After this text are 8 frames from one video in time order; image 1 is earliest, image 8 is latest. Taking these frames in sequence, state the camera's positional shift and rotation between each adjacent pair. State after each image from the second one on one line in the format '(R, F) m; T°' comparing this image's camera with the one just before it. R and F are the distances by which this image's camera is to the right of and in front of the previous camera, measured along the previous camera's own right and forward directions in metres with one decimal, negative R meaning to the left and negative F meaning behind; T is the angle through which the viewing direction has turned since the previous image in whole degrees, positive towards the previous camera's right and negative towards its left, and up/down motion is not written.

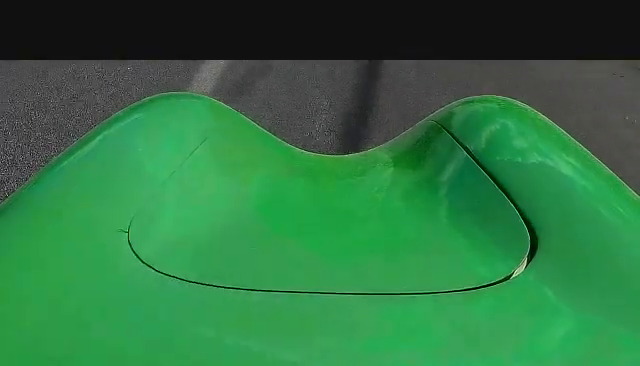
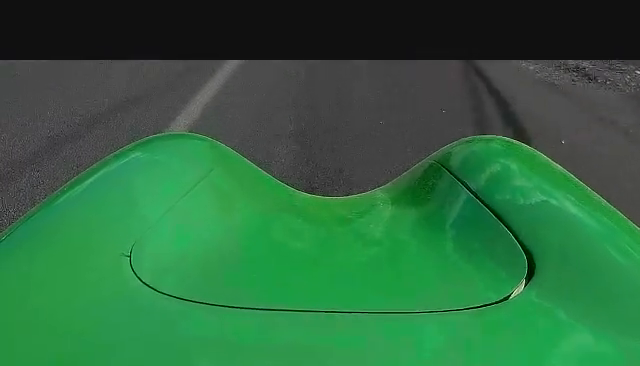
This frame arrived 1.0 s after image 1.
(0.0, +8.0) m; 0°
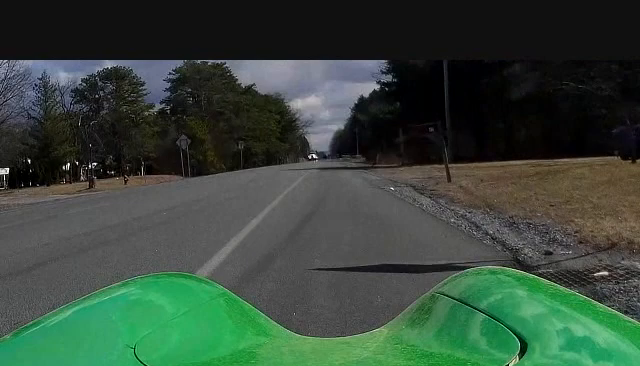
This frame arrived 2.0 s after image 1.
(+0.1, +7.7) m; 0°
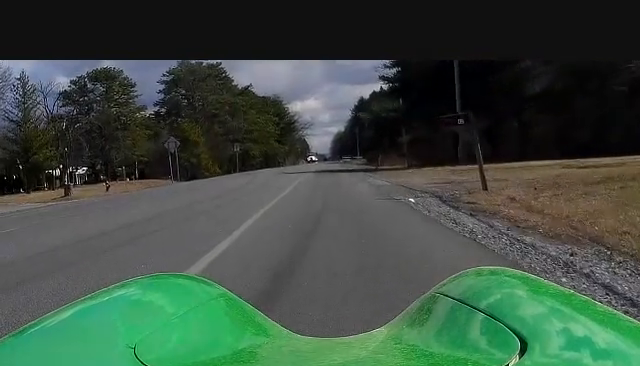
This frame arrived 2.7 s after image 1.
(0.0, +5.1) m; 0°
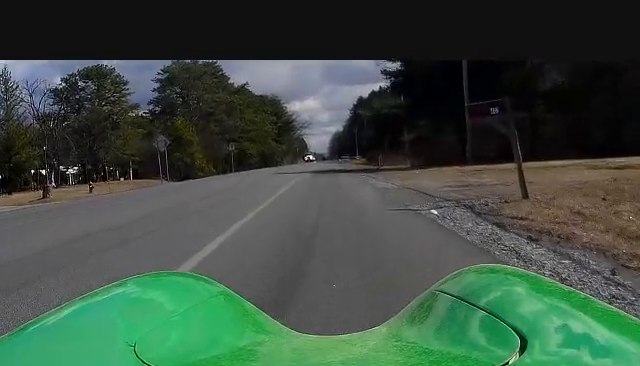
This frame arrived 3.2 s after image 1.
(0.0, +3.6) m; 0°
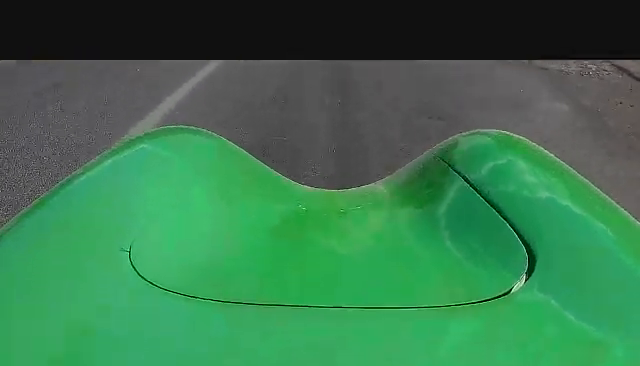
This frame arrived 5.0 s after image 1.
(+0.1, +14.2) m; 0°
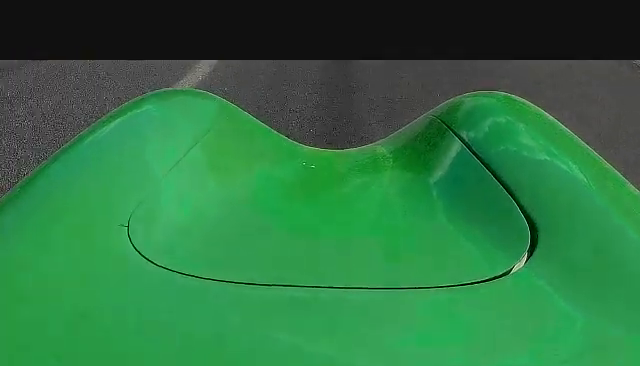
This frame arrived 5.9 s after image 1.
(0.0, +6.4) m; +2°
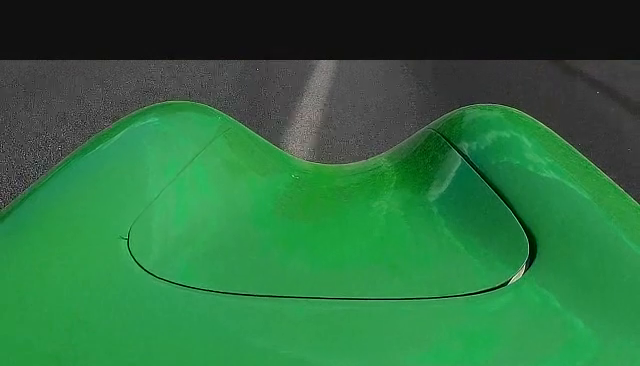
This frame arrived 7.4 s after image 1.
(+0.3, +10.5) m; -5°
